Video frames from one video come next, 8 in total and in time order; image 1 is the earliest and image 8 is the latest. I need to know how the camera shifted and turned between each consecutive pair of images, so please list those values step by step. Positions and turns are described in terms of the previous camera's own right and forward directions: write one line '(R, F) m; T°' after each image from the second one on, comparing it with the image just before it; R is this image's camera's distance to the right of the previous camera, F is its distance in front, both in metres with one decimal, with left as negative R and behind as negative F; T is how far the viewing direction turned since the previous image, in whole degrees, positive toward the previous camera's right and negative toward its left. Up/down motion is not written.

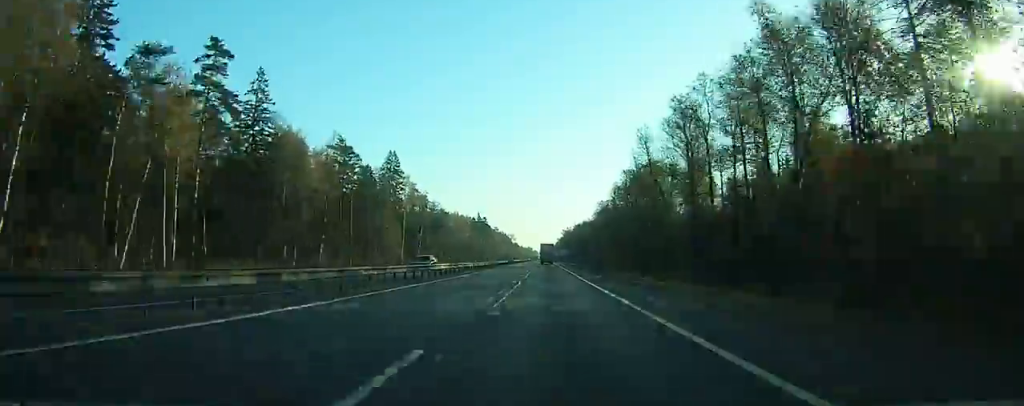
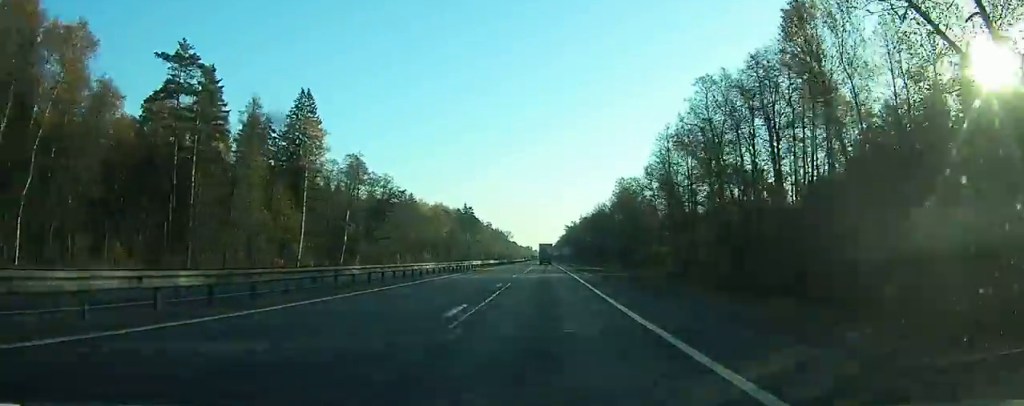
(0.0, +52.4) m; 0°
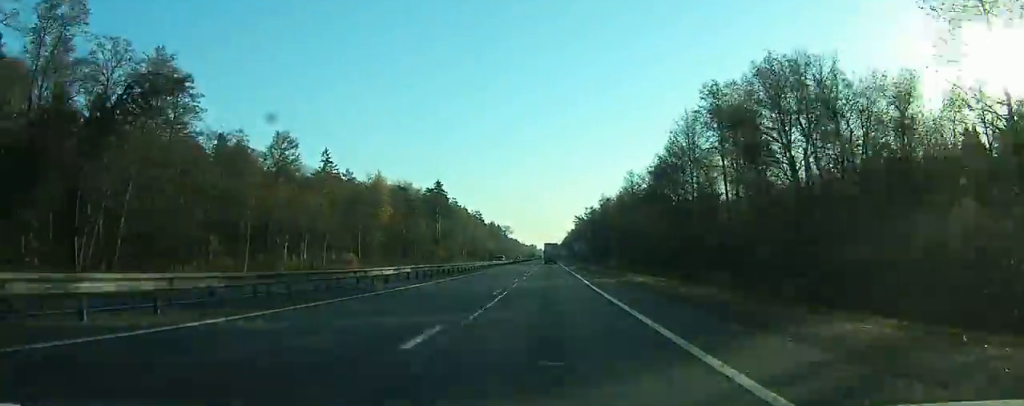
(-0.6, +76.2) m; -1°
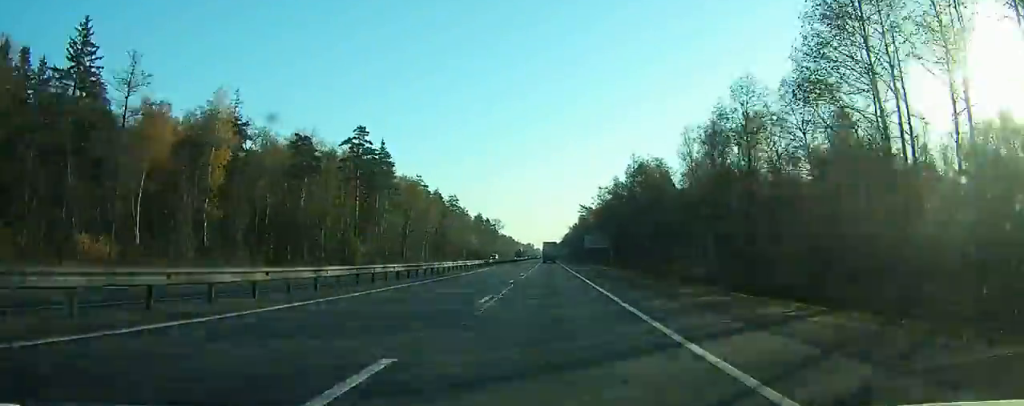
(0.0, +63.8) m; 0°
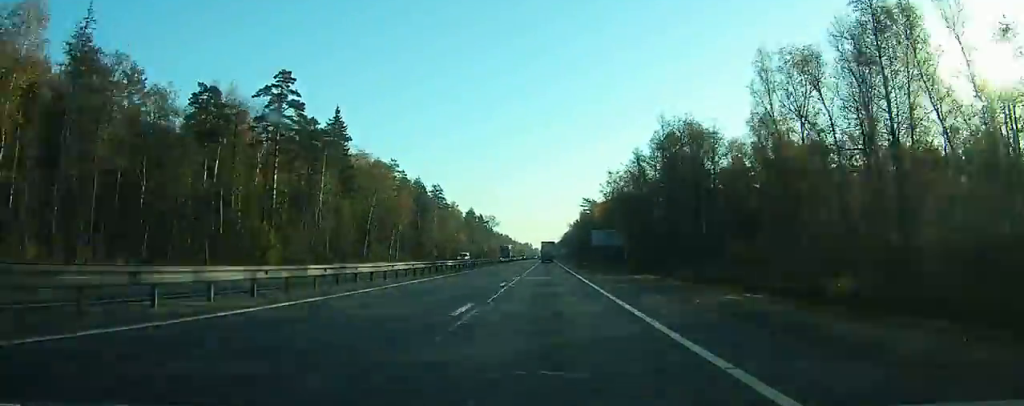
(+0.1, +28.0) m; 0°
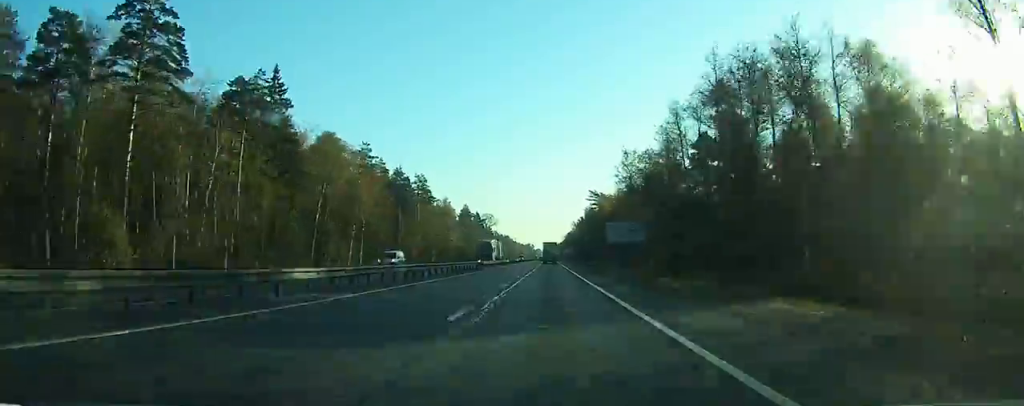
(+0.1, +24.8) m; 0°
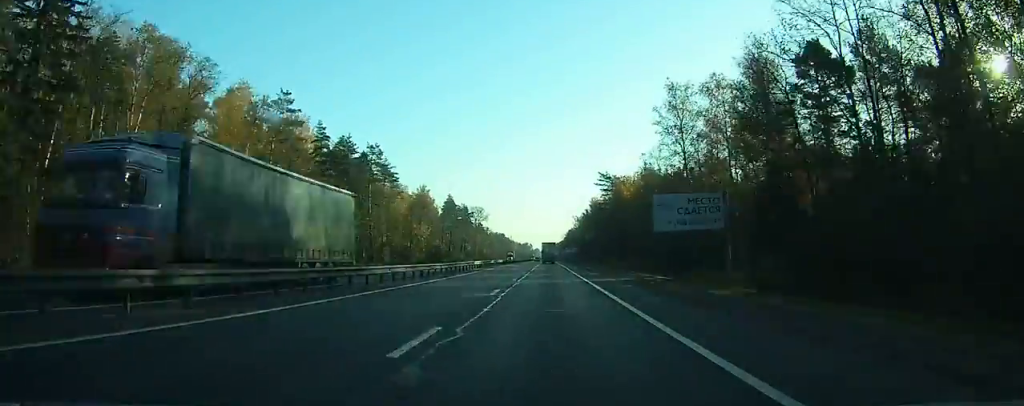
(0.0, +40.1) m; 0°
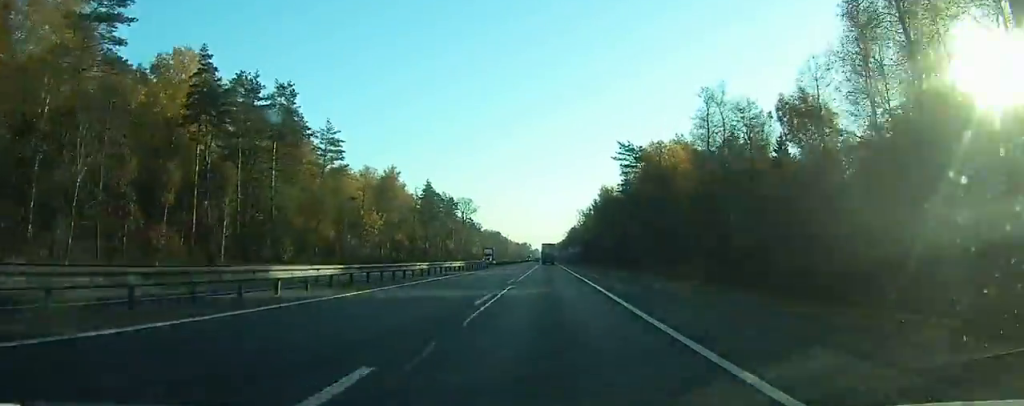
(-0.2, +39.9) m; 0°
